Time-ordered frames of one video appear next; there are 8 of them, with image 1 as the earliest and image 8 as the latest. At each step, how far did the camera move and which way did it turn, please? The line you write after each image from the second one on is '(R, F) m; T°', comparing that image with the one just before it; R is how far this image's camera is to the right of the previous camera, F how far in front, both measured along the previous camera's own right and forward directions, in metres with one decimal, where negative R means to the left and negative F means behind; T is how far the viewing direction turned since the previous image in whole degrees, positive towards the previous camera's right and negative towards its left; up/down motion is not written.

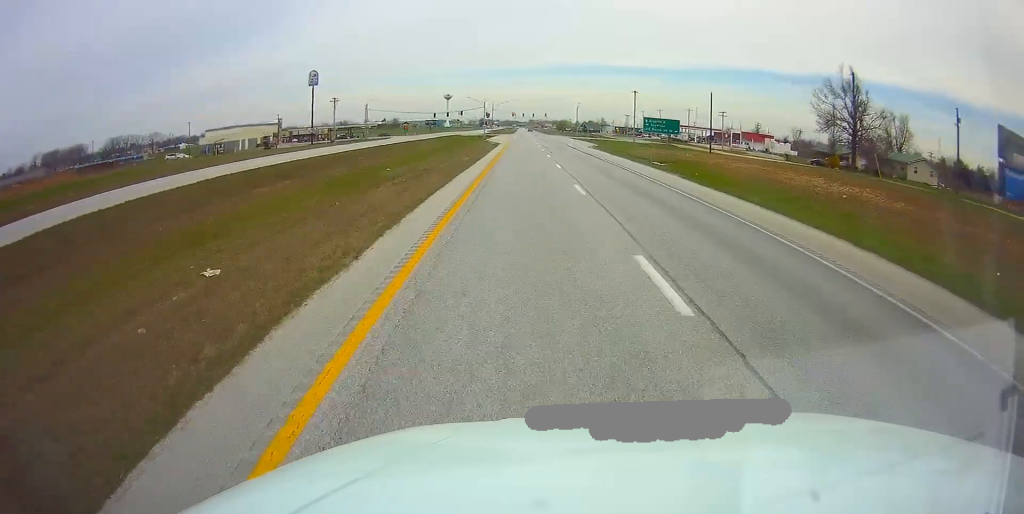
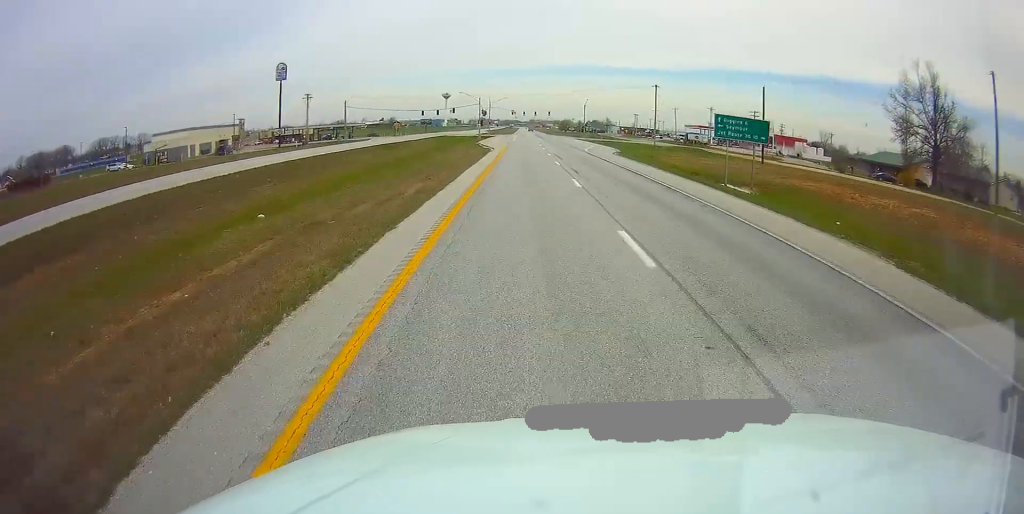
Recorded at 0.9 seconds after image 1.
(+0.1, +21.0) m; 0°
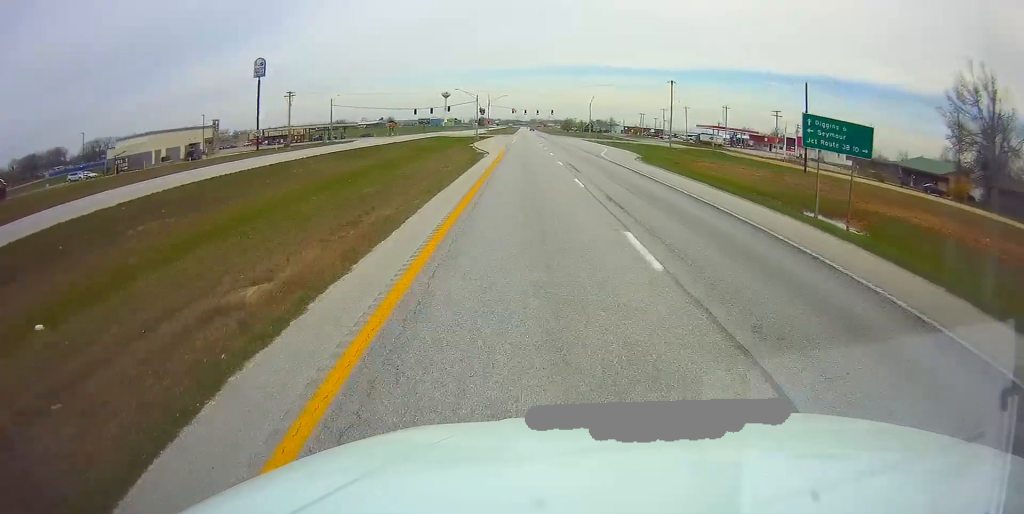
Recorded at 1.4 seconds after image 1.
(+0.1, +11.7) m; 0°
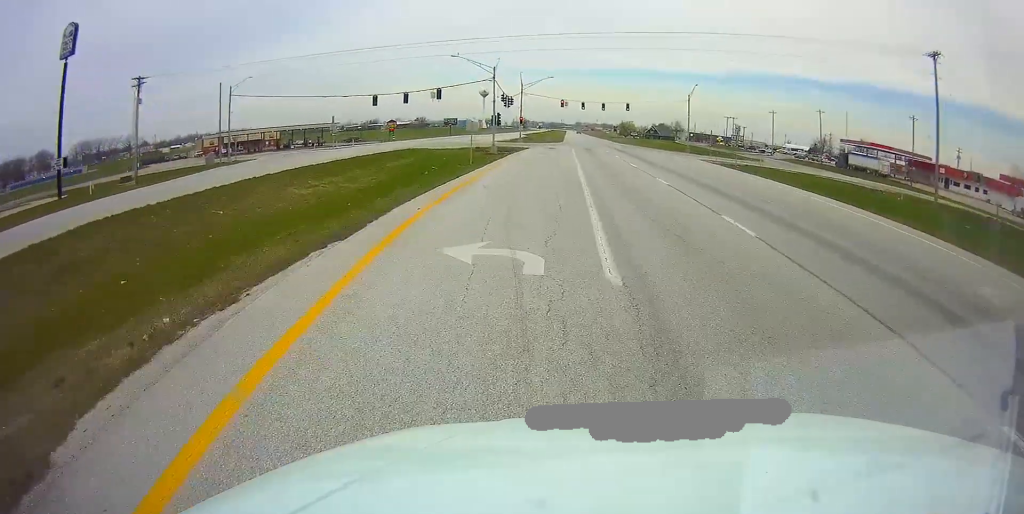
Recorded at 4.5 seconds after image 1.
(-3.1, +64.4) m; -3°
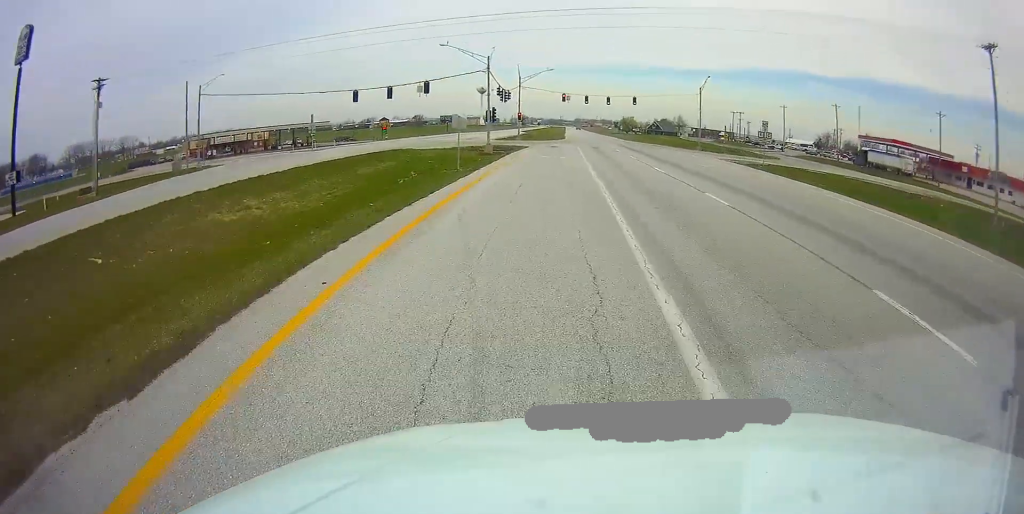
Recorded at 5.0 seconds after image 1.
(+0.2, +6.9) m; +1°
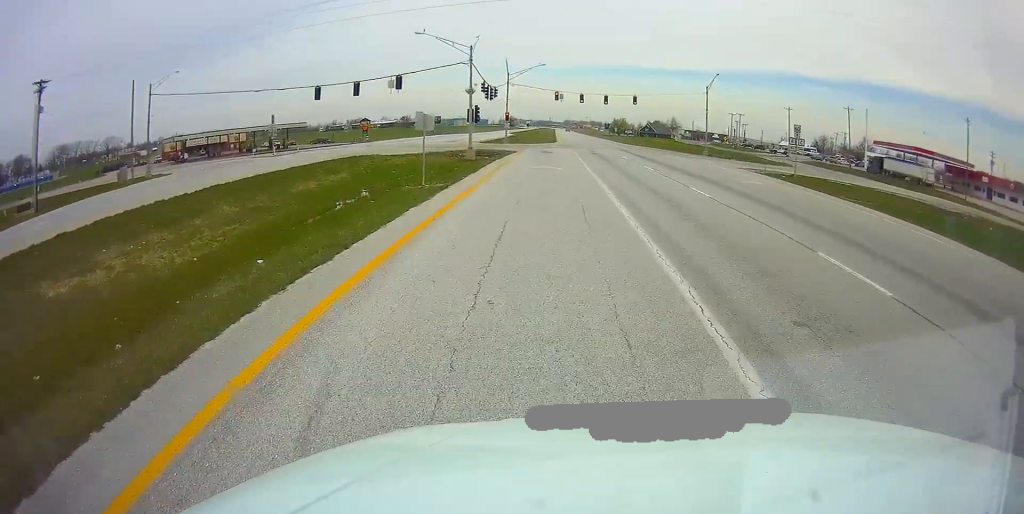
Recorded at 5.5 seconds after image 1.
(+0.1, +8.5) m; +2°
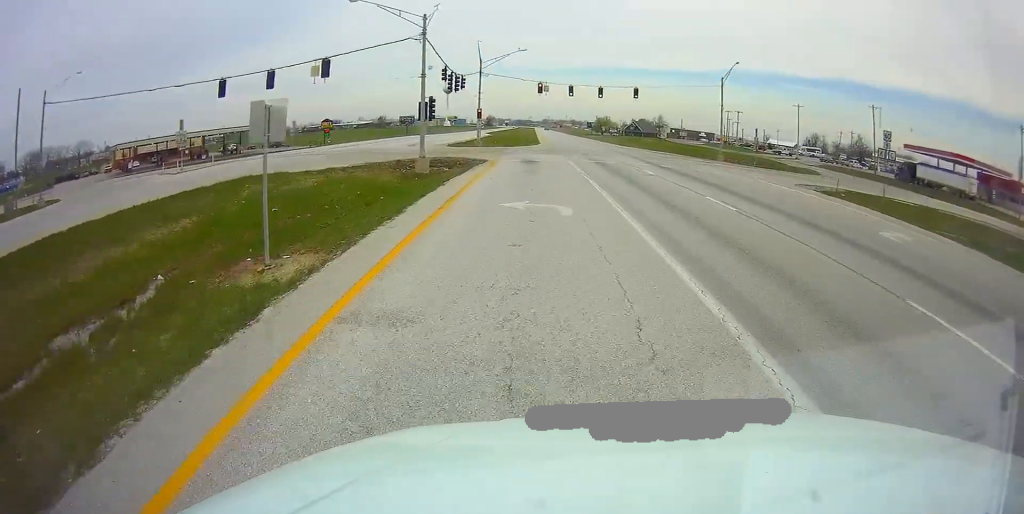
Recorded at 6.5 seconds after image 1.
(+0.3, +14.0) m; -1°
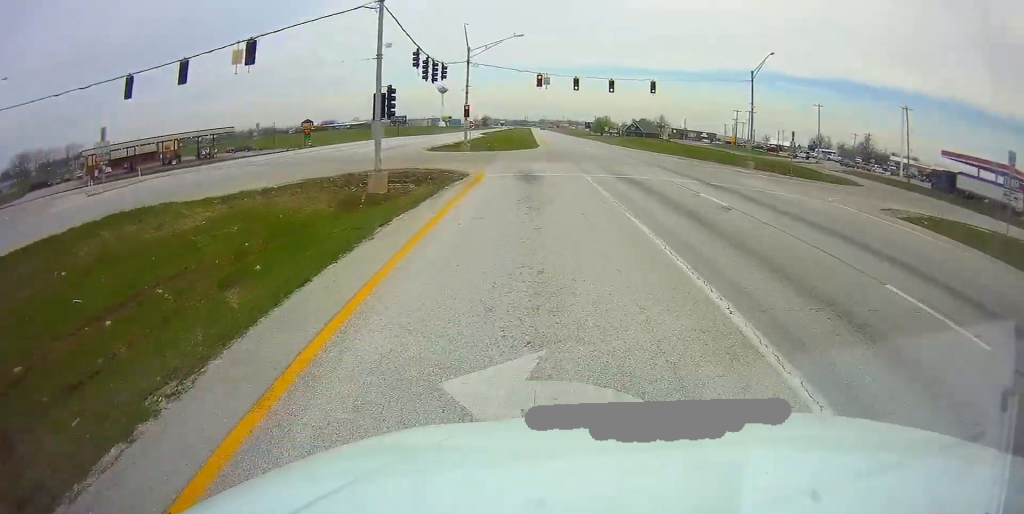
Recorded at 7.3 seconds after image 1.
(-0.4, +9.9) m; -1°
